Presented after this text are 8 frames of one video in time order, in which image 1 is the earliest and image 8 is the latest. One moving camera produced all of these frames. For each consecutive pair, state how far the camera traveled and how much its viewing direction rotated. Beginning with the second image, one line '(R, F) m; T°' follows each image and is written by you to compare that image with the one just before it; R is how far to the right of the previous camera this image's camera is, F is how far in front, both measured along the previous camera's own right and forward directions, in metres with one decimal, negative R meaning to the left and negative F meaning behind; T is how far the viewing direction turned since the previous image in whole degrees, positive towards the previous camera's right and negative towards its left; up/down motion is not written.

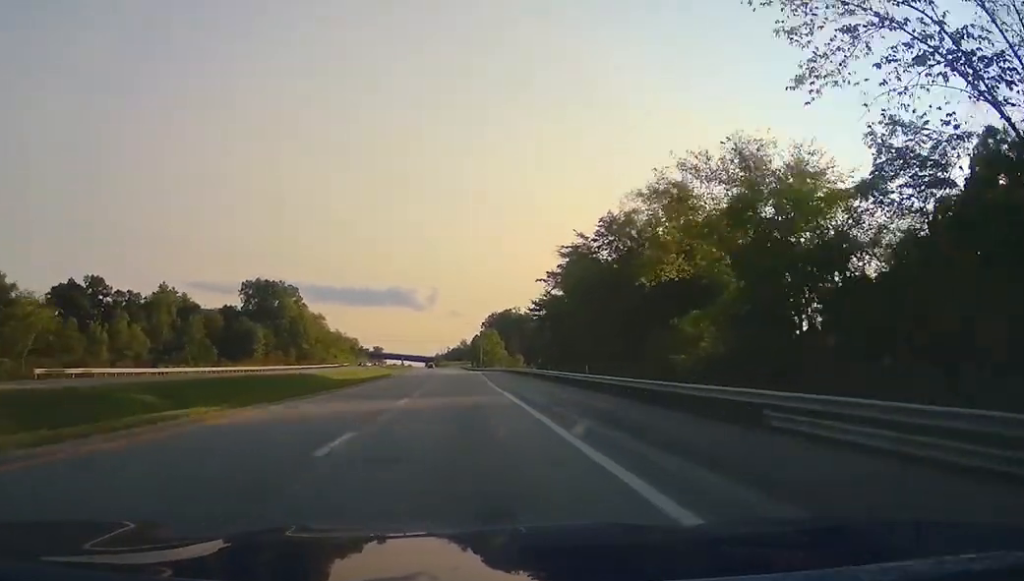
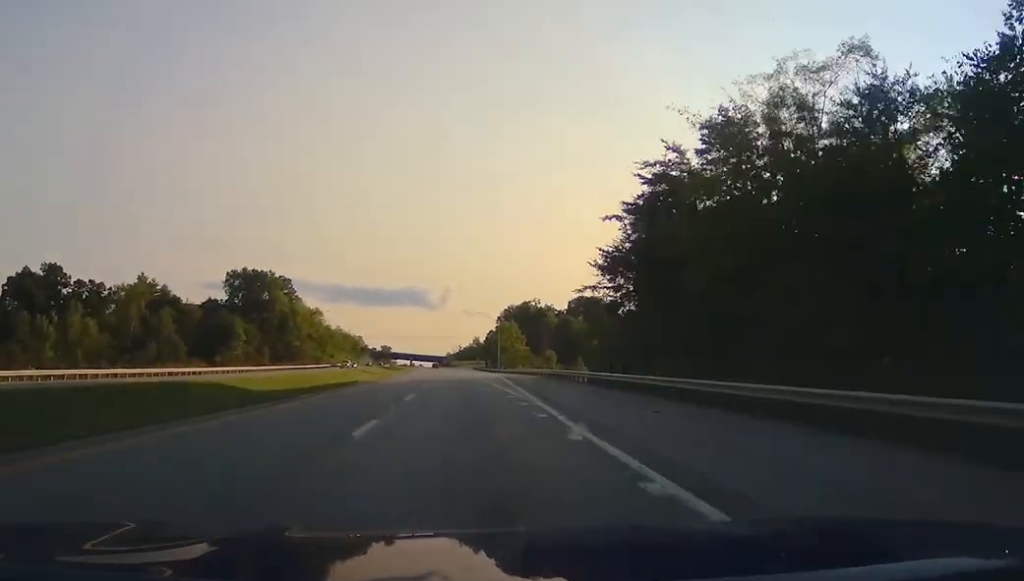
(-0.5, +33.6) m; -2°
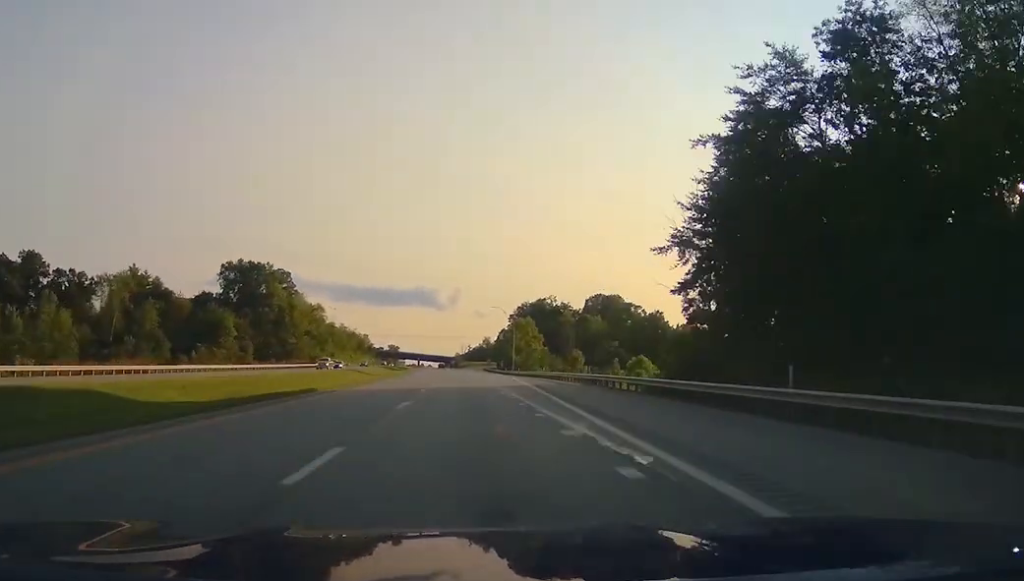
(-0.5, +16.9) m; -1°
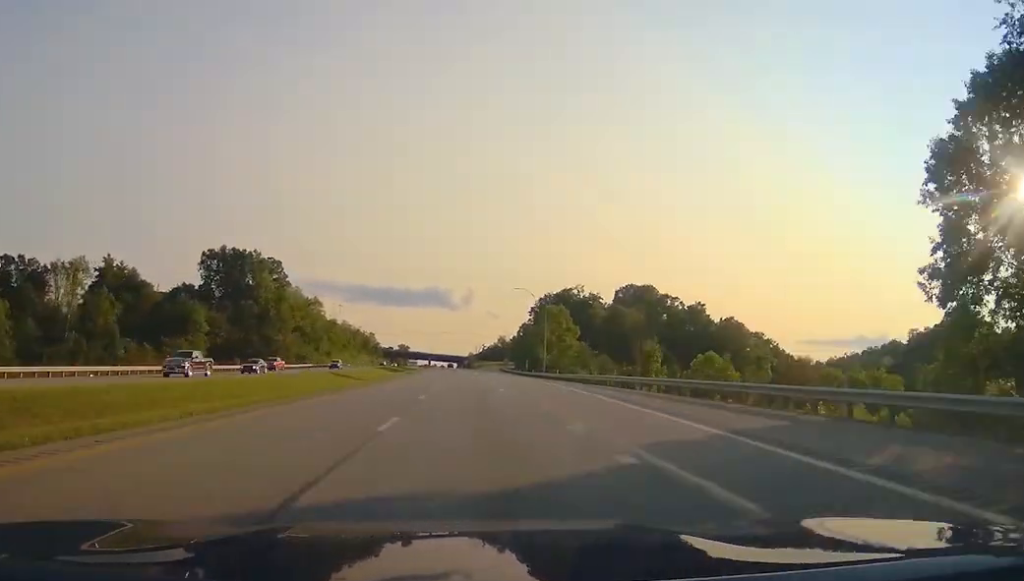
(-0.2, +30.5) m; 0°
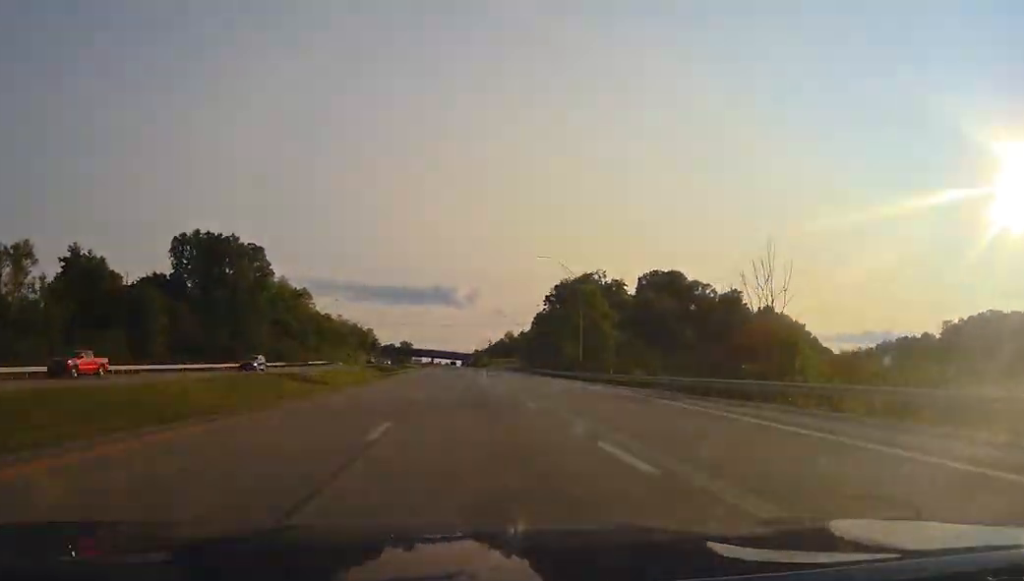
(0.0, +25.8) m; 0°
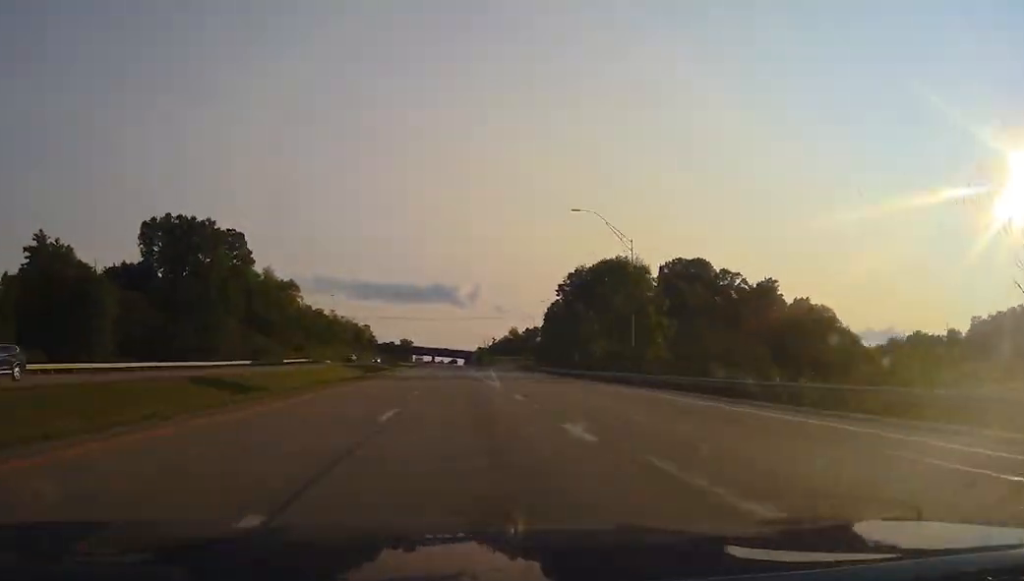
(0.0, +21.0) m; 0°
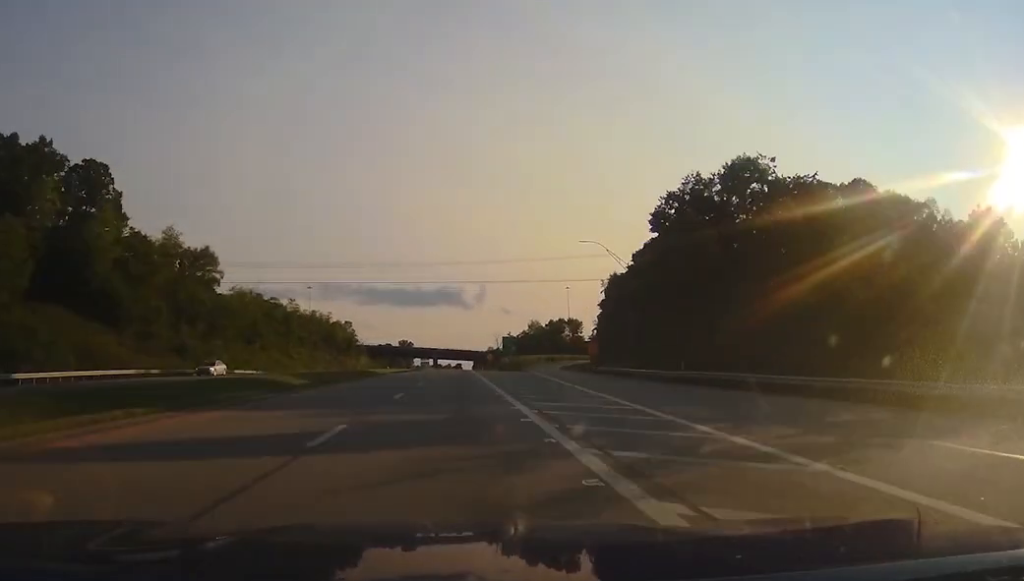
(-0.3, +78.3) m; -1°
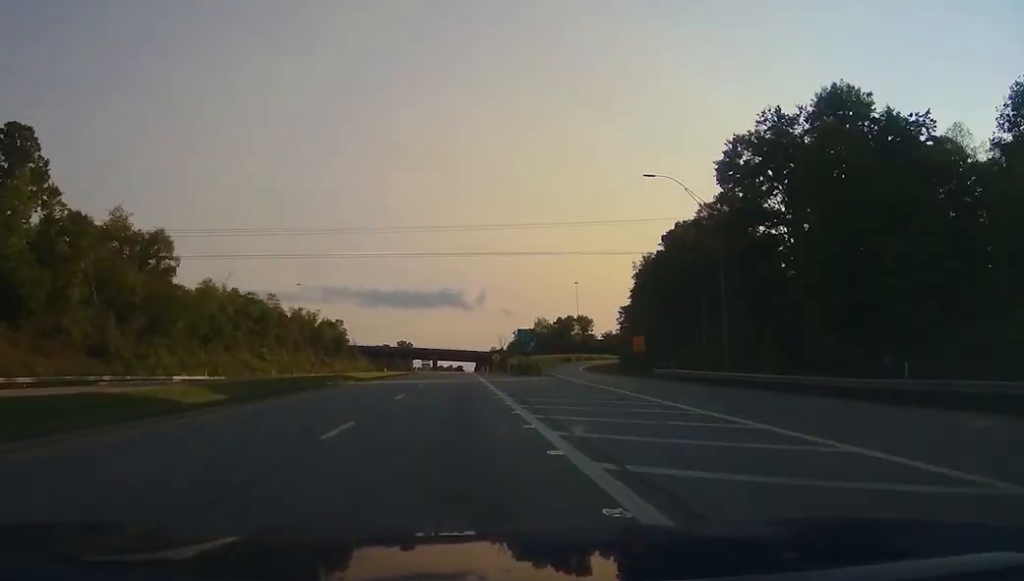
(0.0, +23.6) m; -1°
